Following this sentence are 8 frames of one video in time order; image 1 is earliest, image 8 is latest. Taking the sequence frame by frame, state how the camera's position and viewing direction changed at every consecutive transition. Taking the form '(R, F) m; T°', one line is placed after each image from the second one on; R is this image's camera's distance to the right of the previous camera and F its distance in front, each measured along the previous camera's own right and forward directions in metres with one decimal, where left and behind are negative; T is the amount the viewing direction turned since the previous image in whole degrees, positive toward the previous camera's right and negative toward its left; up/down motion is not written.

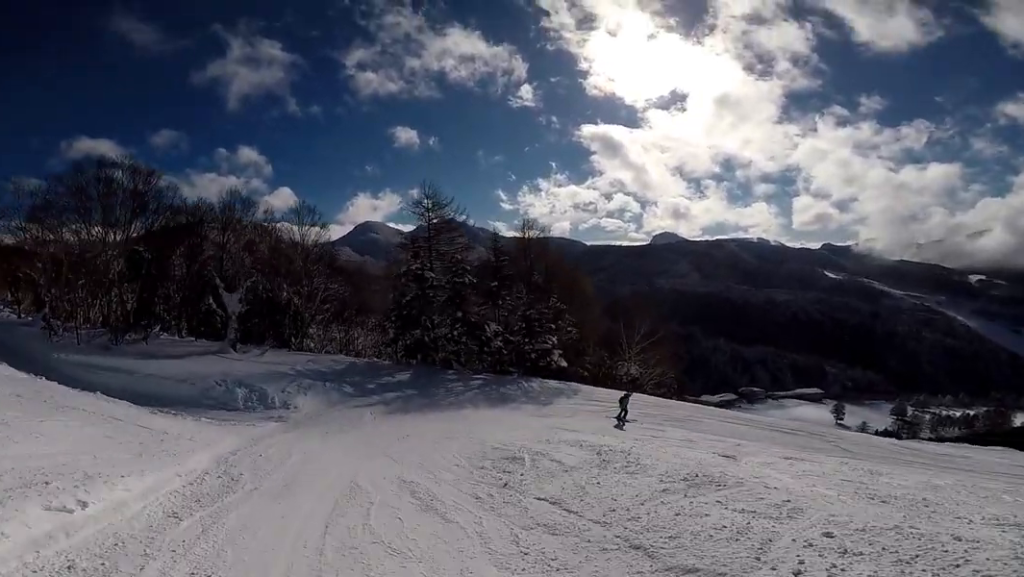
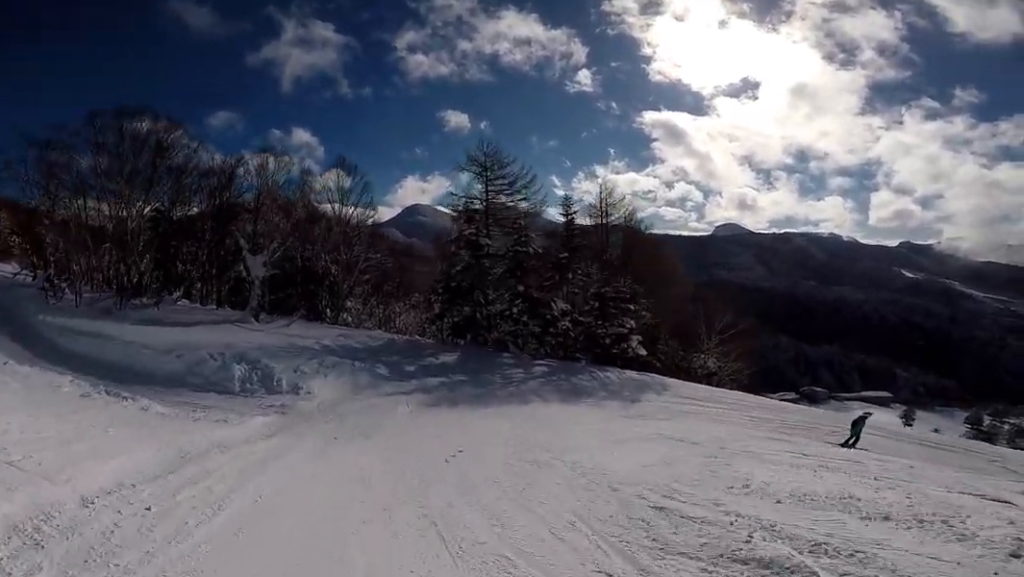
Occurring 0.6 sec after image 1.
(+0.2, +4.0) m; +7°
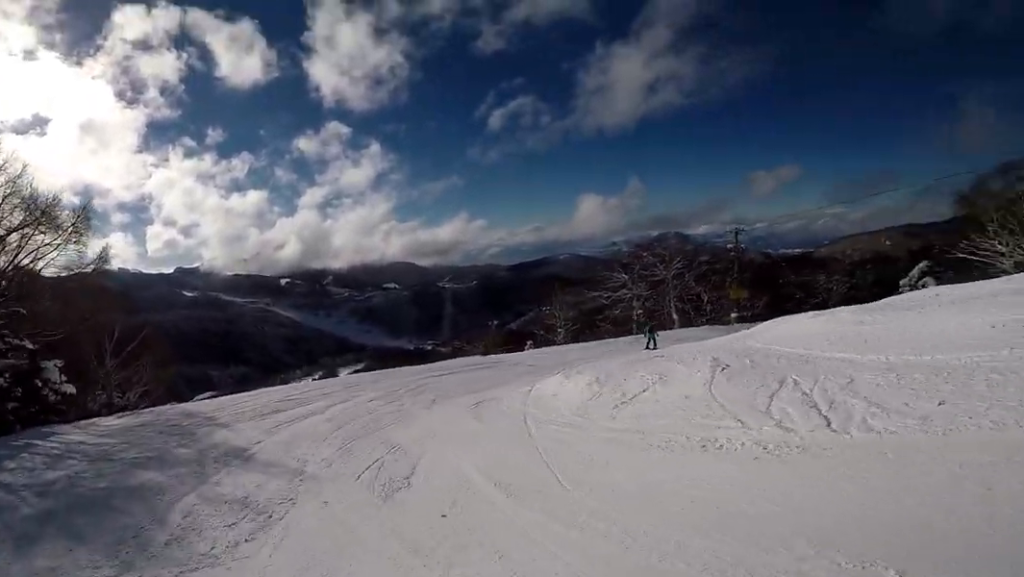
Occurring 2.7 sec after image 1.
(+4.7, +12.0) m; +56°
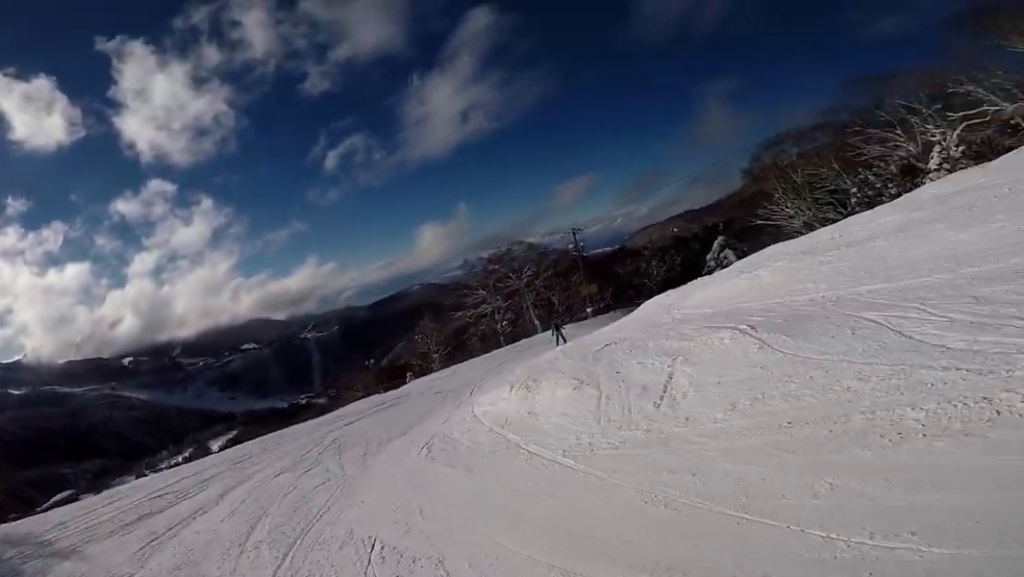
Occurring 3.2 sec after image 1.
(+0.1, +2.8) m; +15°
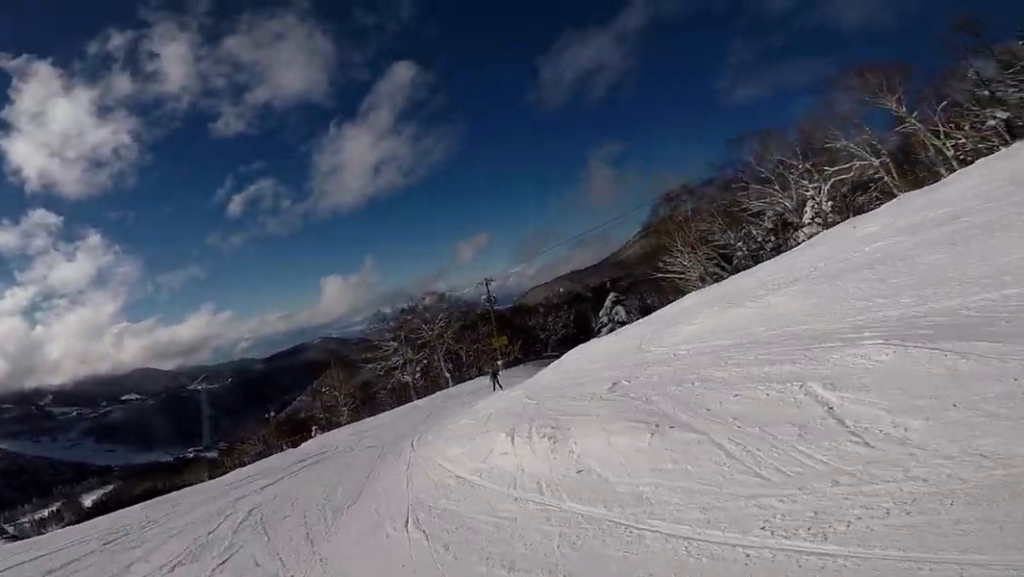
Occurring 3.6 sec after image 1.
(+0.6, +2.8) m; +11°
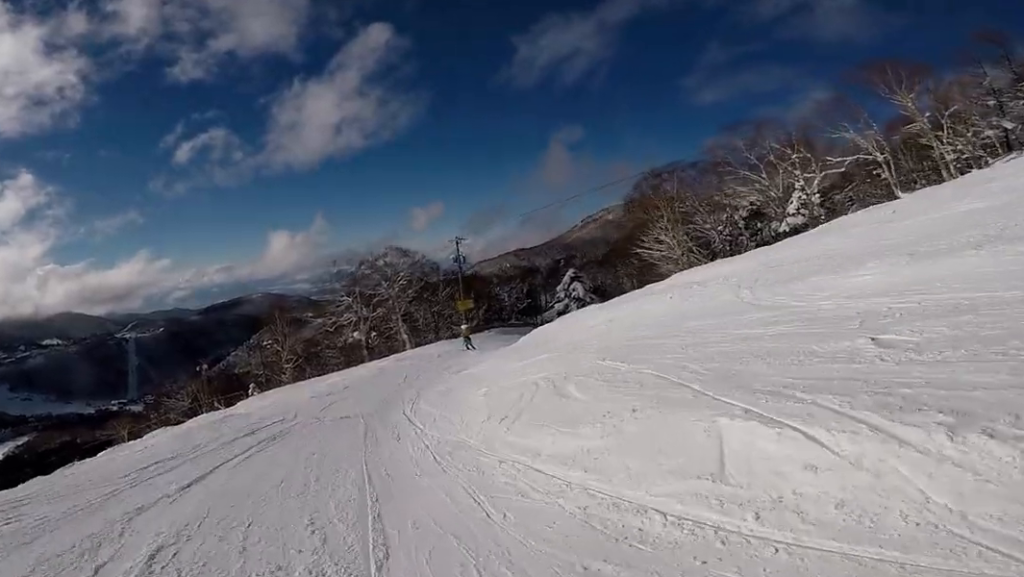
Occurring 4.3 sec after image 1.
(+0.4, +4.4) m; +16°
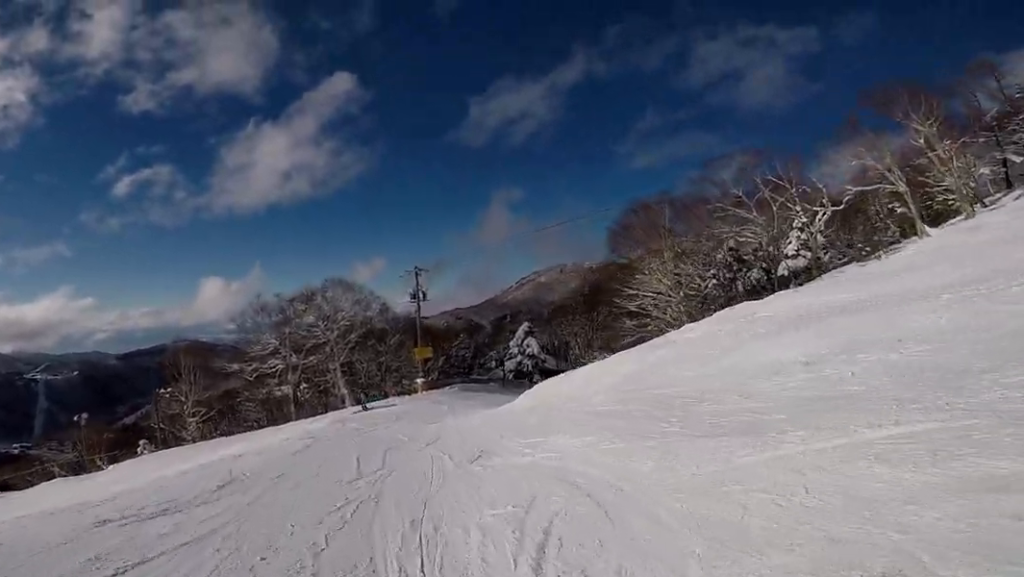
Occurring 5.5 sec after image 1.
(+1.8, +8.4) m; +16°
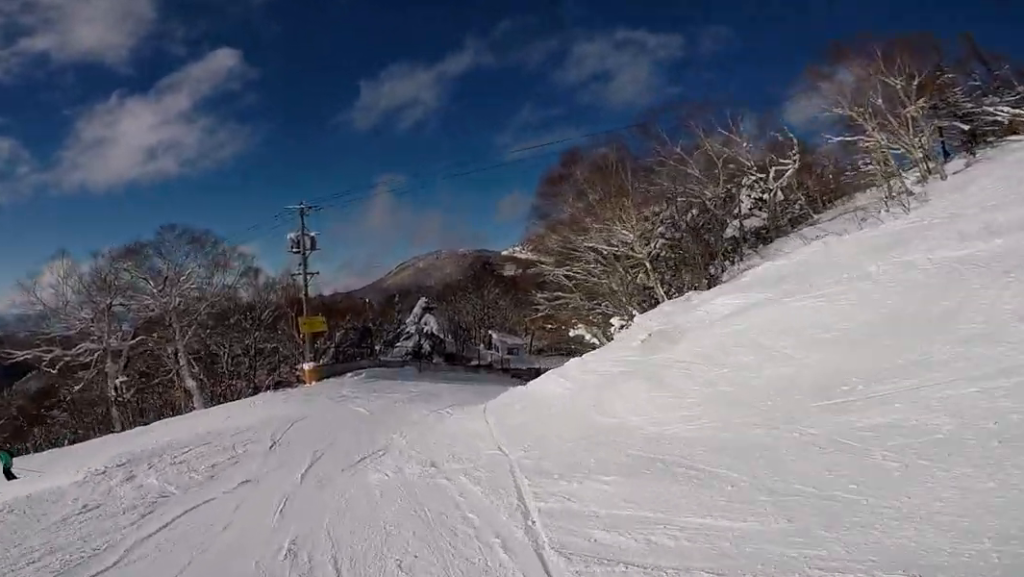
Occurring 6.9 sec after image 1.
(+0.5, +8.8) m; +1°
